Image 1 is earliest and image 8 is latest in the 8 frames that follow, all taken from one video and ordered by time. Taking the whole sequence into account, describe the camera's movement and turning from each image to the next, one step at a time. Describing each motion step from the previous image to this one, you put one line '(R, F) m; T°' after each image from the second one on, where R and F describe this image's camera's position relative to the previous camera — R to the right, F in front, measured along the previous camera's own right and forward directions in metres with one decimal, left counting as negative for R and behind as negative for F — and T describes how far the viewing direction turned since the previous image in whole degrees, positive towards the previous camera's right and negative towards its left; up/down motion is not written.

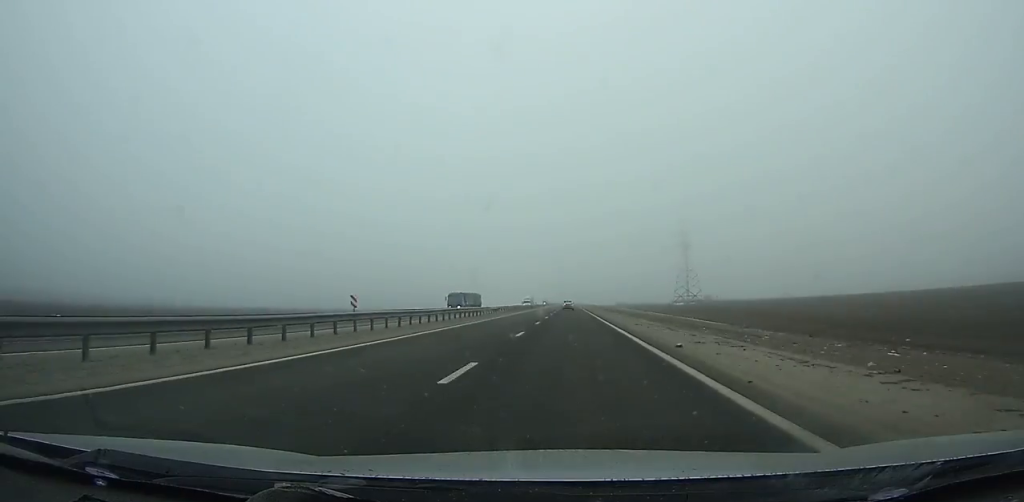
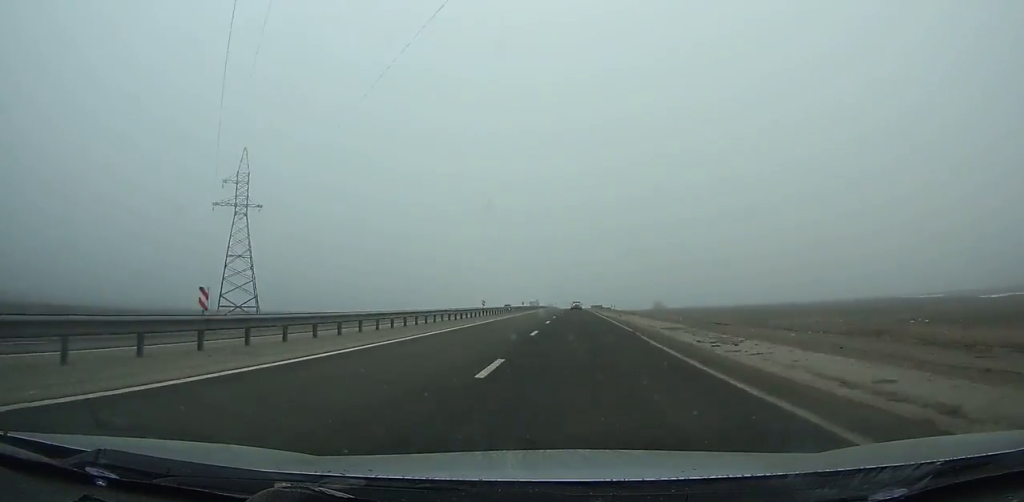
(+0.5, +249.7) m; 0°
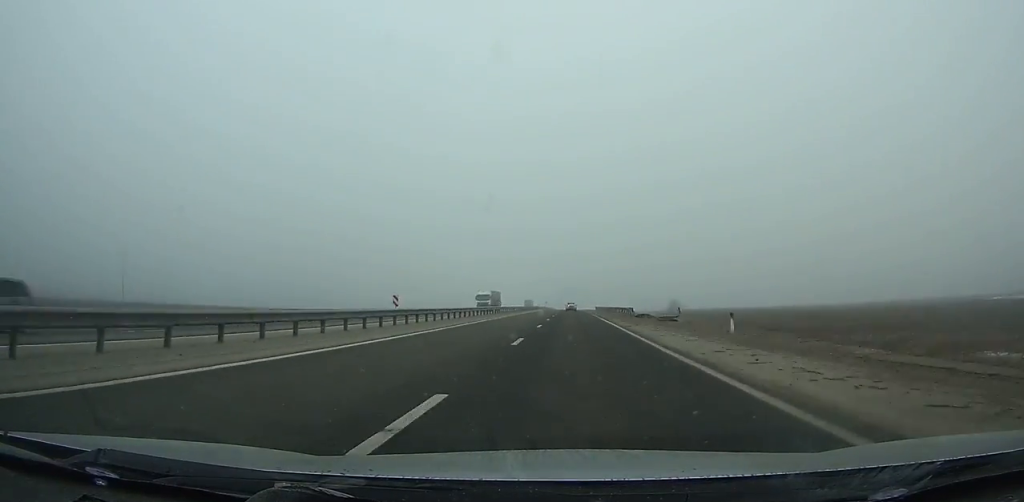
(0.0, +64.9) m; 0°
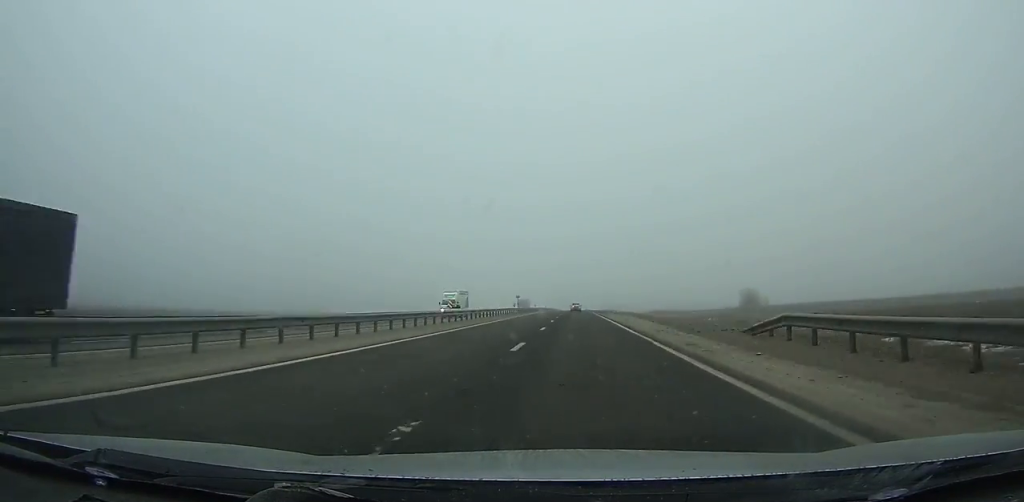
(-0.2, +110.6) m; 0°
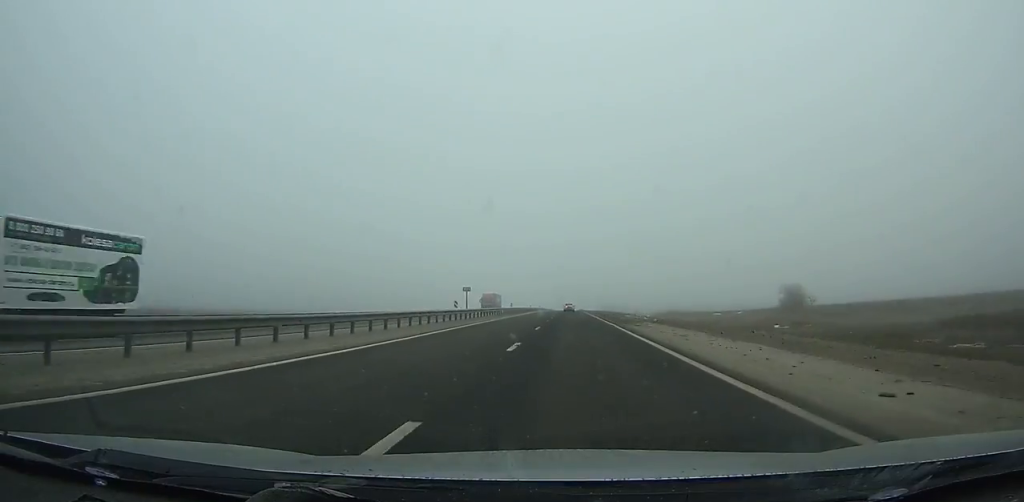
(0.0, +36.8) m; 0°
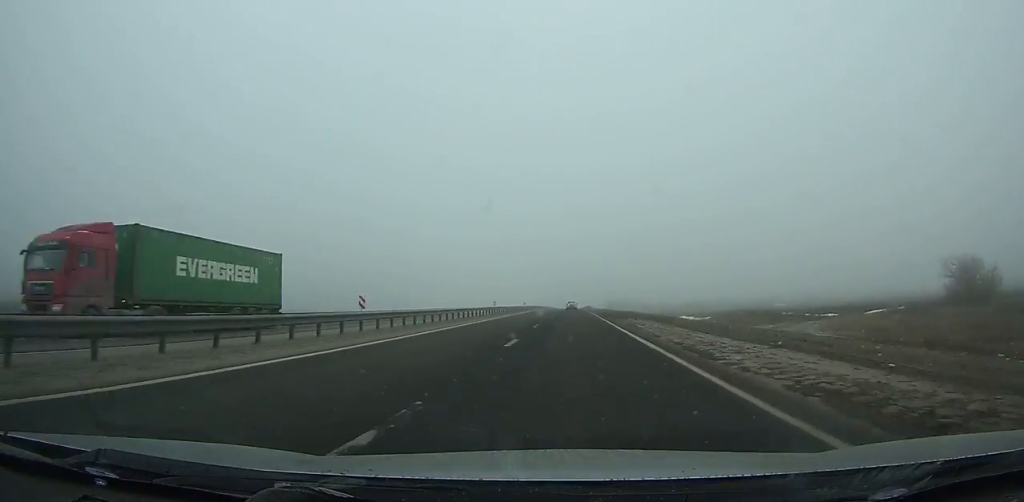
(0.0, +56.8) m; 0°
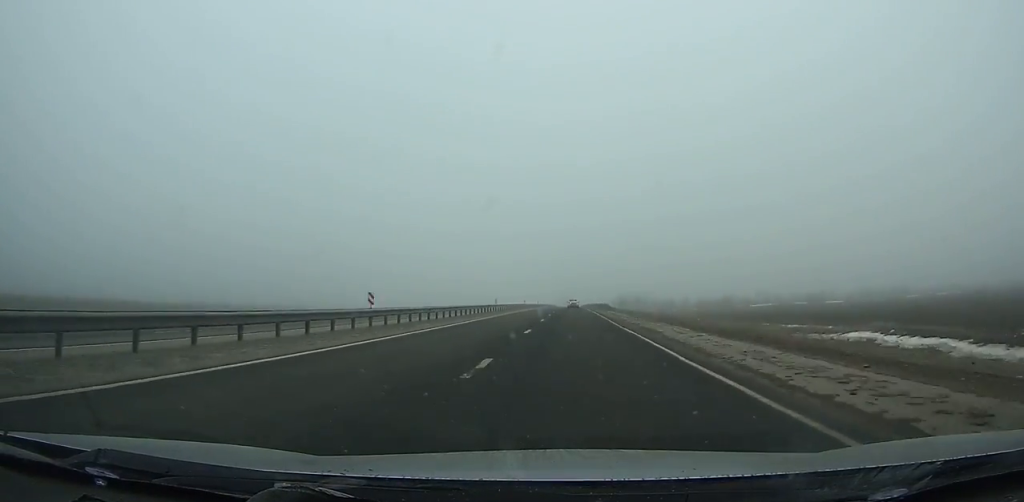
(-0.1, +79.0) m; 0°
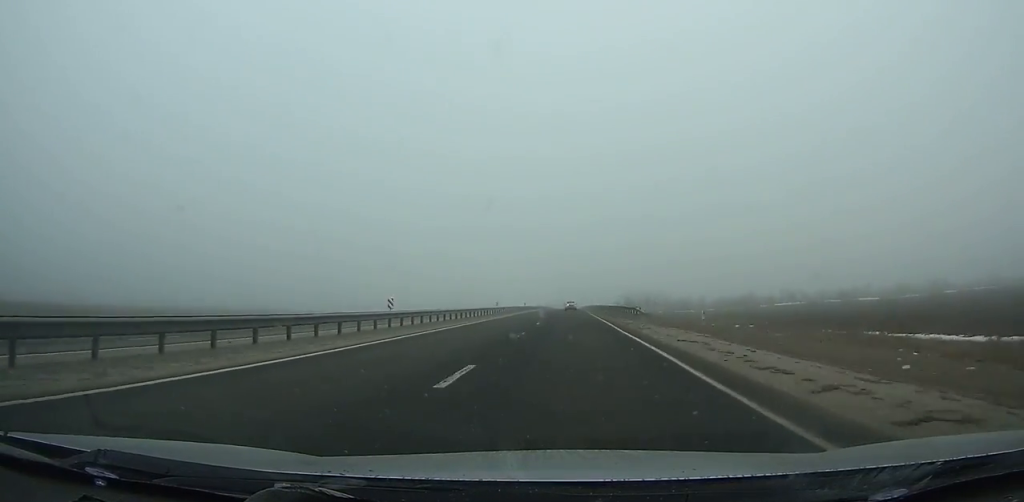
(0.0, +36.6) m; 0°
